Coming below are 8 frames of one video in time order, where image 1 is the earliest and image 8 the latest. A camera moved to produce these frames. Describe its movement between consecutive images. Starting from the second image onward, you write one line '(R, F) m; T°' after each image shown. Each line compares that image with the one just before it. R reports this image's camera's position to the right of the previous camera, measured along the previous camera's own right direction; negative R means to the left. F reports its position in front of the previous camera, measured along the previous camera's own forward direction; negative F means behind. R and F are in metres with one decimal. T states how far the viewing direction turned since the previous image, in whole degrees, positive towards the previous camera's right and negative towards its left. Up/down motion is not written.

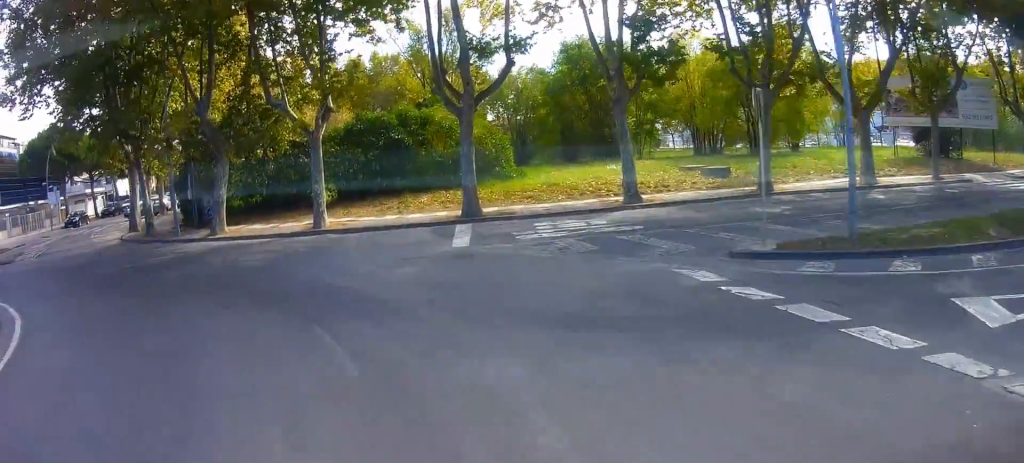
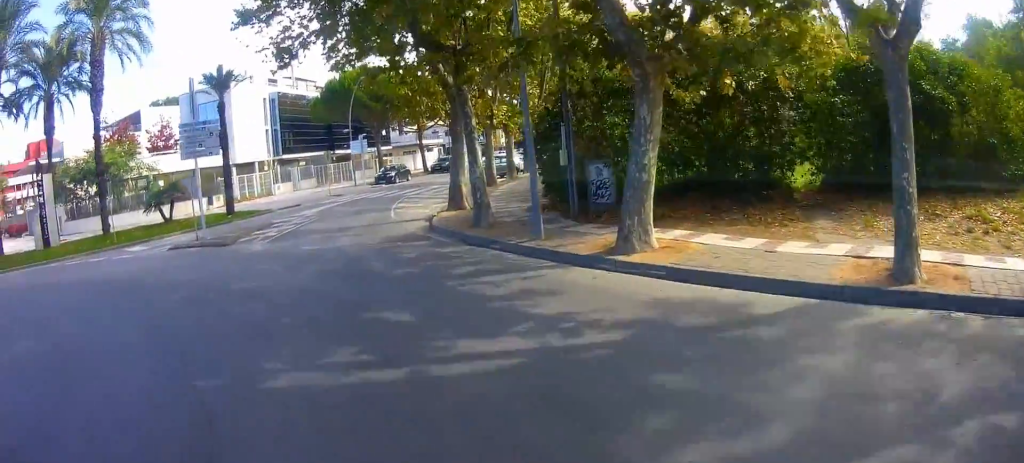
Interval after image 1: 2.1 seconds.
(-2.7, +9.6) m; -28°
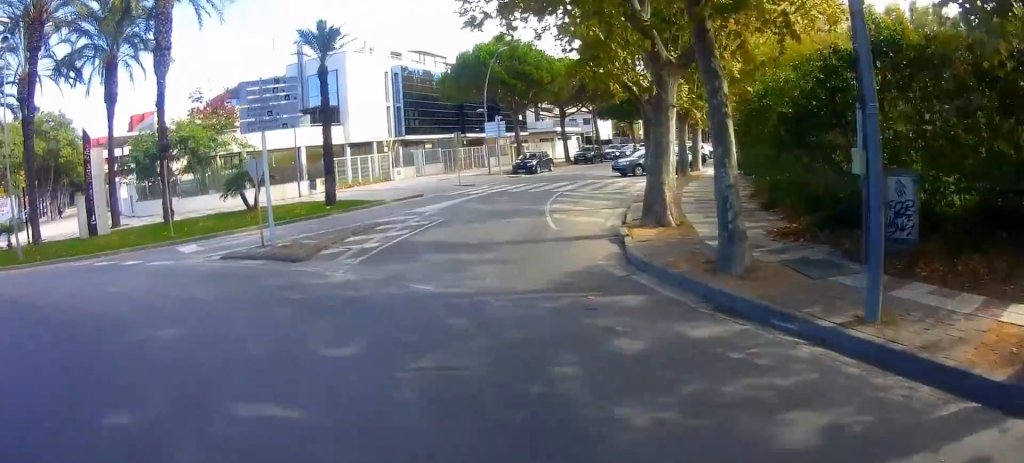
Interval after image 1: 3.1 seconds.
(-0.6, +5.2) m; -11°
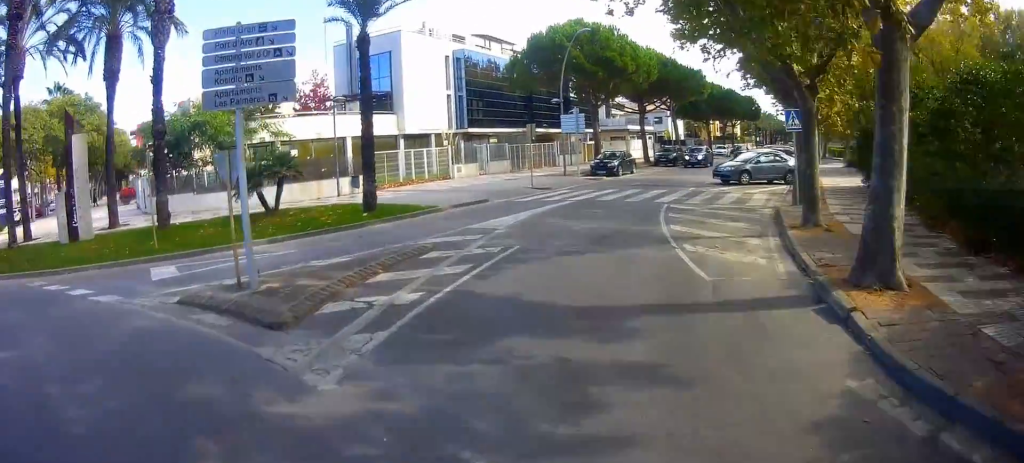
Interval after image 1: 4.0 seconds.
(-0.2, +4.5) m; -9°
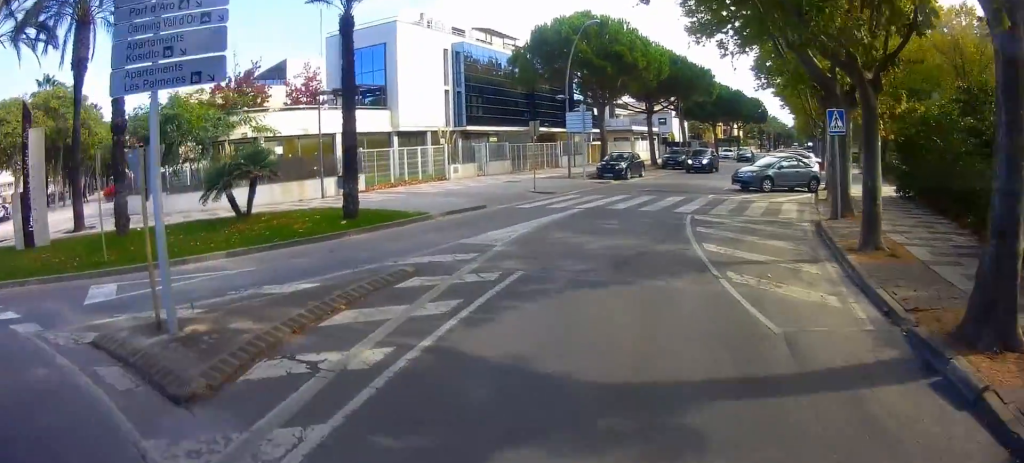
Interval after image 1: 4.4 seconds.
(-0.3, +2.1) m; -4°
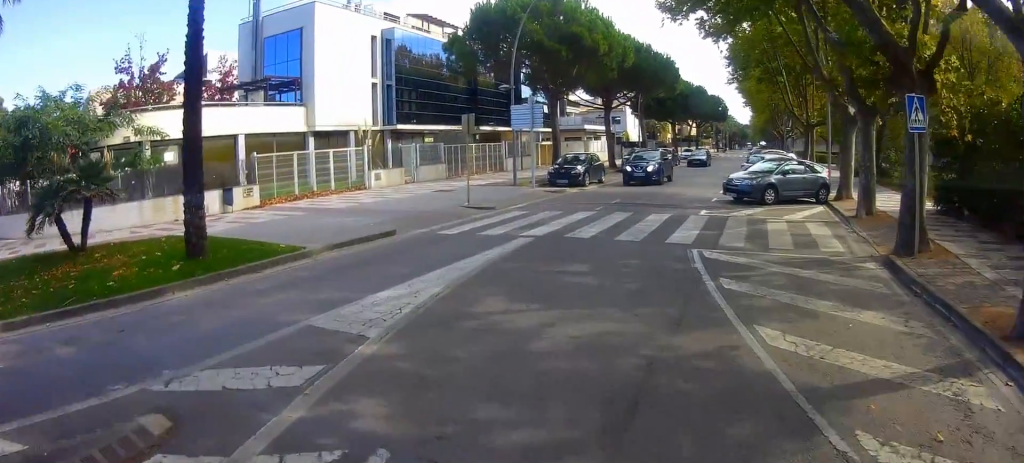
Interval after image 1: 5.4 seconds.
(-0.3, +5.5) m; +4°
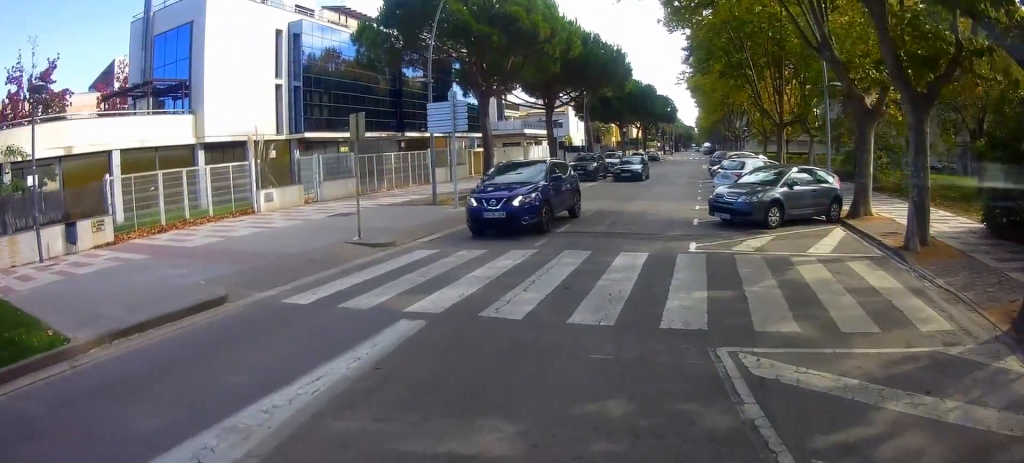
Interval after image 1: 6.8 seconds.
(+0.9, +7.0) m; +3°
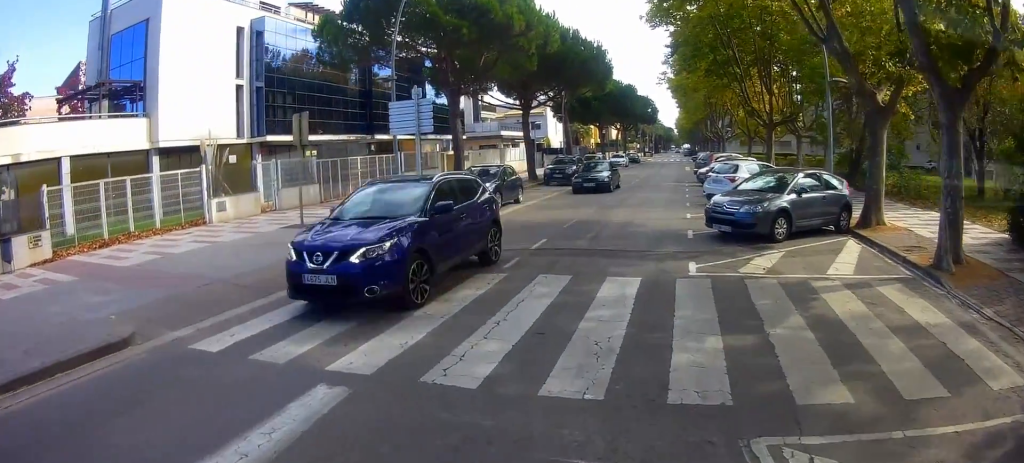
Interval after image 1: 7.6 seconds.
(-0.6, +3.2) m; -3°
